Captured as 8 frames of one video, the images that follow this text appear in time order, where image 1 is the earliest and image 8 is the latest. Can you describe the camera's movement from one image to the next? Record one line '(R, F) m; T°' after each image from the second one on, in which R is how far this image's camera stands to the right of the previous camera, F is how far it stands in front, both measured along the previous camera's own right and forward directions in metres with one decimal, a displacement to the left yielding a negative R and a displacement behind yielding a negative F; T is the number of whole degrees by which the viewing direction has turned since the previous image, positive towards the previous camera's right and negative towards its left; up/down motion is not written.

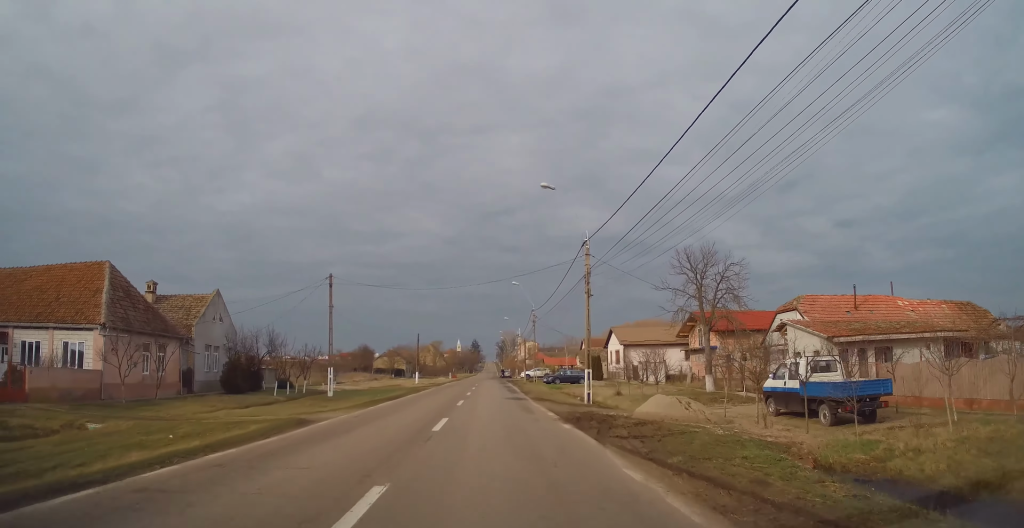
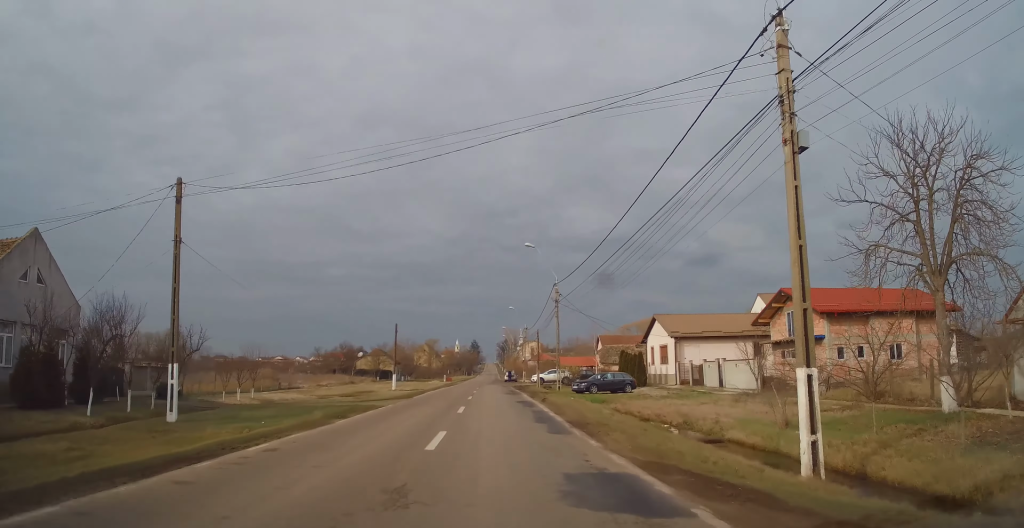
(-0.4, +20.7) m; -1°
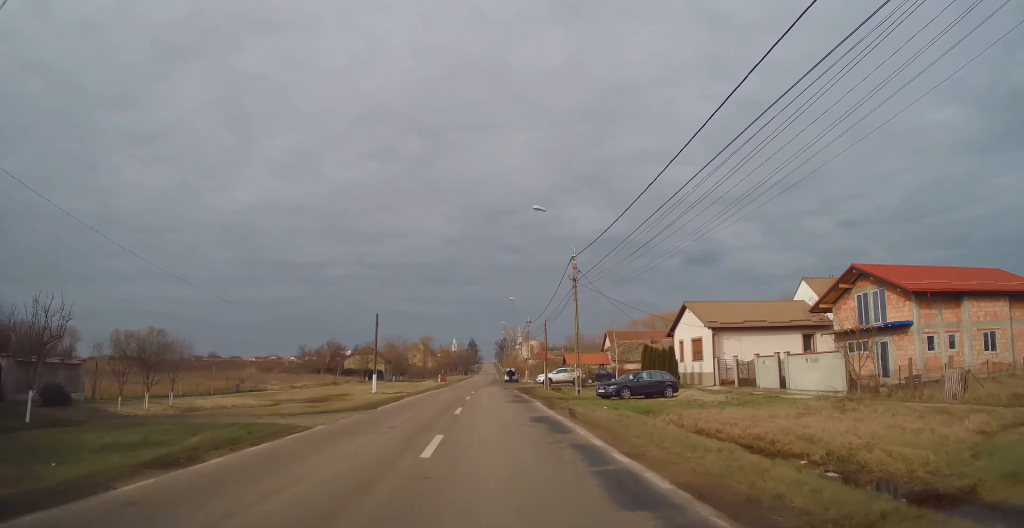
(+0.1, +9.9) m; +1°
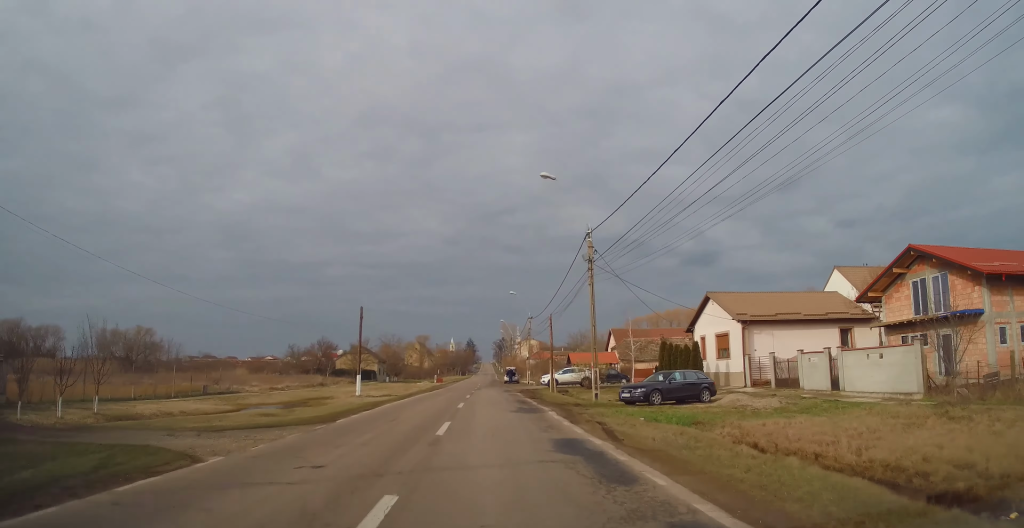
(0.0, +5.8) m; 0°
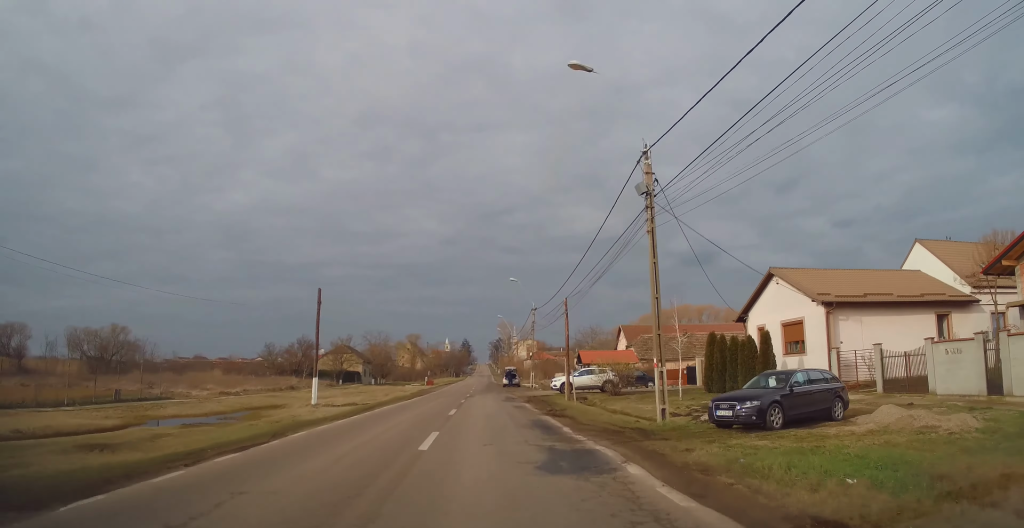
(+0.2, +10.9) m; -1°
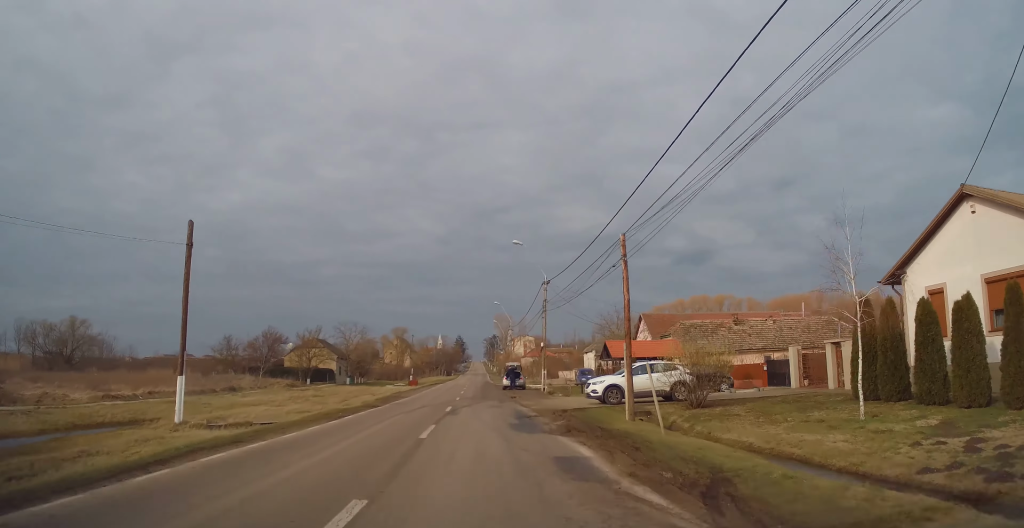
(-0.3, +15.5) m; 0°
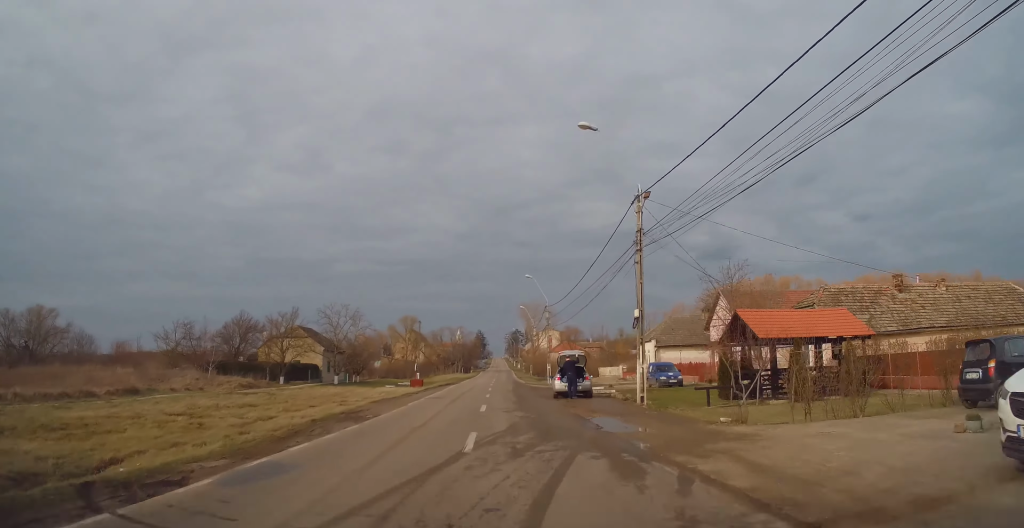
(+0.2, +20.5) m; -1°
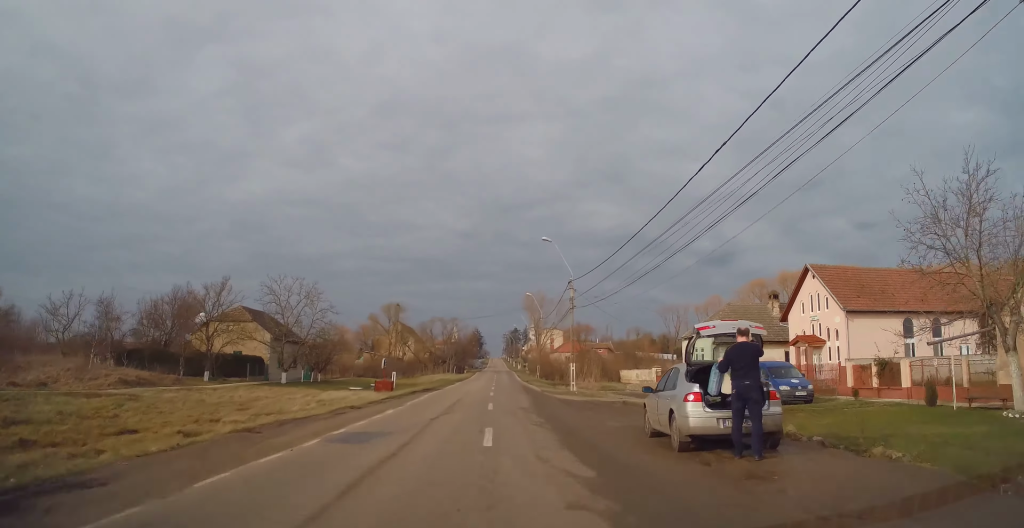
(-0.3, +18.4) m; 0°
